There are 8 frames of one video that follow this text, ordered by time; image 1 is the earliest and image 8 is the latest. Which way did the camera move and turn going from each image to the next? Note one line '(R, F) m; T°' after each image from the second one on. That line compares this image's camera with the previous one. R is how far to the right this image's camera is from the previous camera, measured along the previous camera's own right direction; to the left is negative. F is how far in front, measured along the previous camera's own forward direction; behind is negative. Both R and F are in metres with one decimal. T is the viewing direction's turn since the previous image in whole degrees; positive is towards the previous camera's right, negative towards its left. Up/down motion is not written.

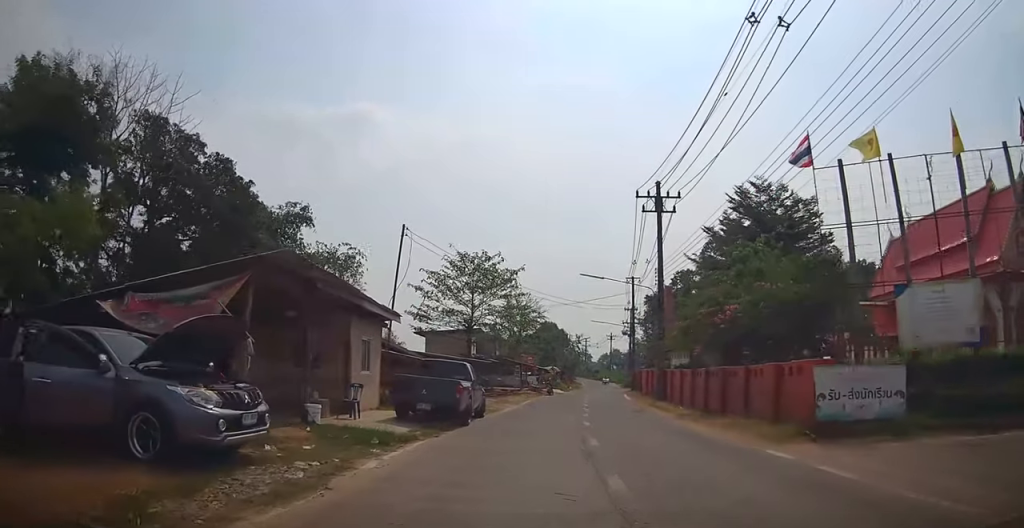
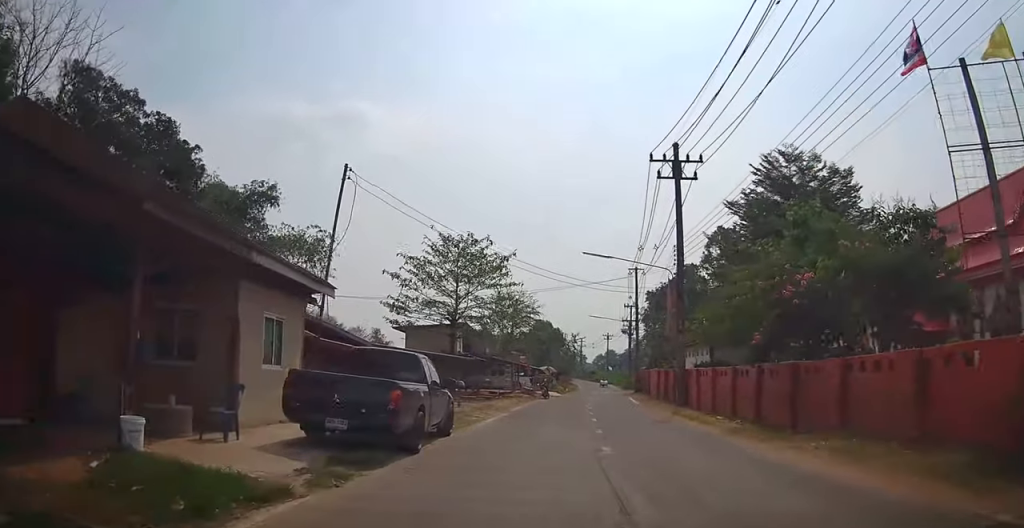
(0.0, +5.9) m; 0°
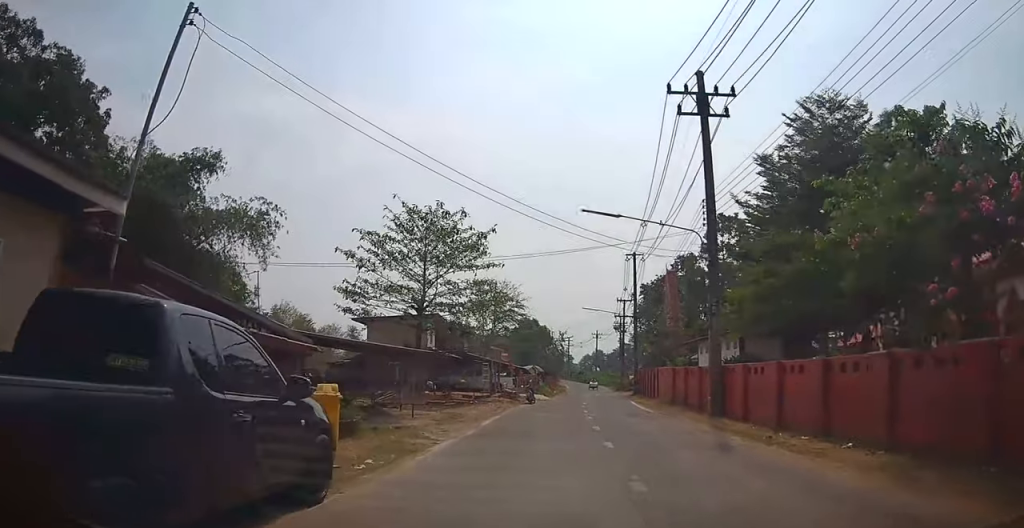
(+0.1, +7.1) m; +1°
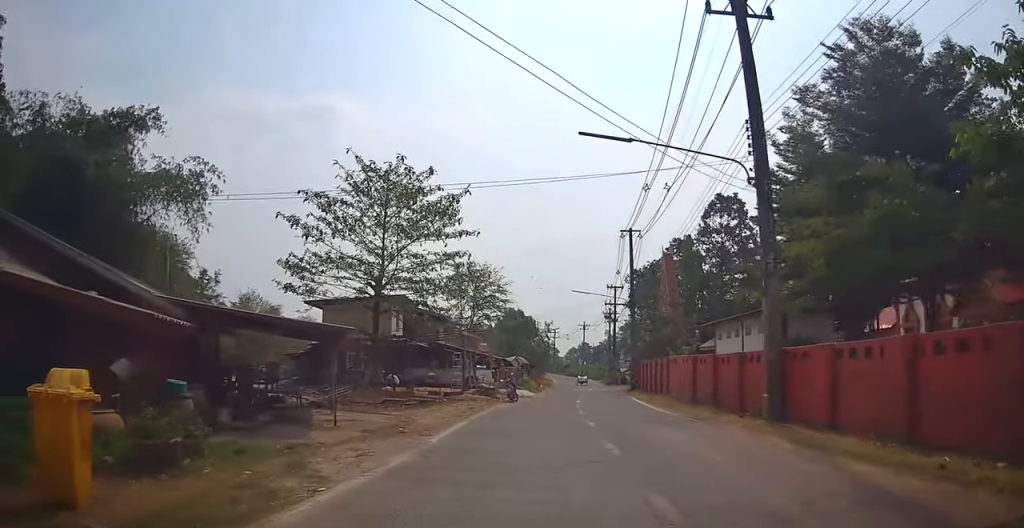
(0.0, +5.9) m; +1°
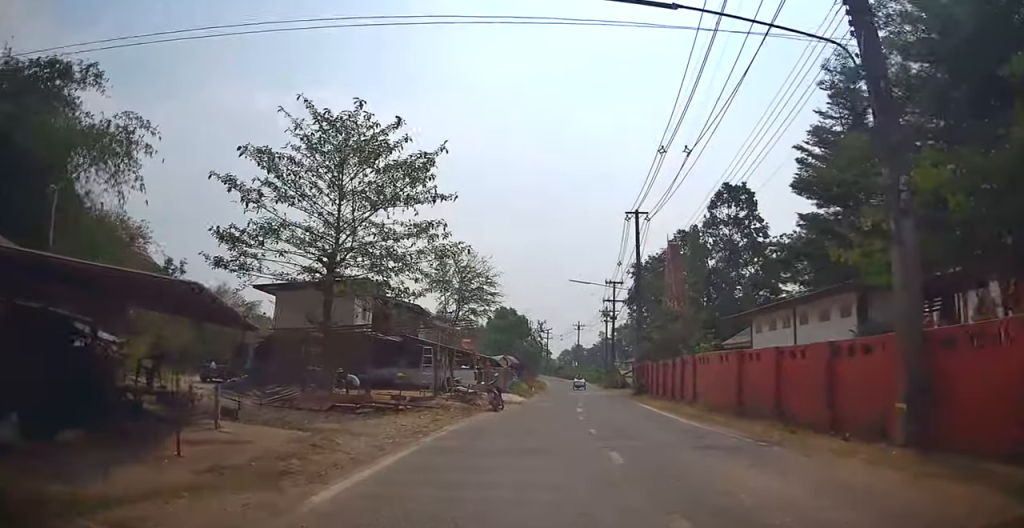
(0.0, +5.4) m; +2°
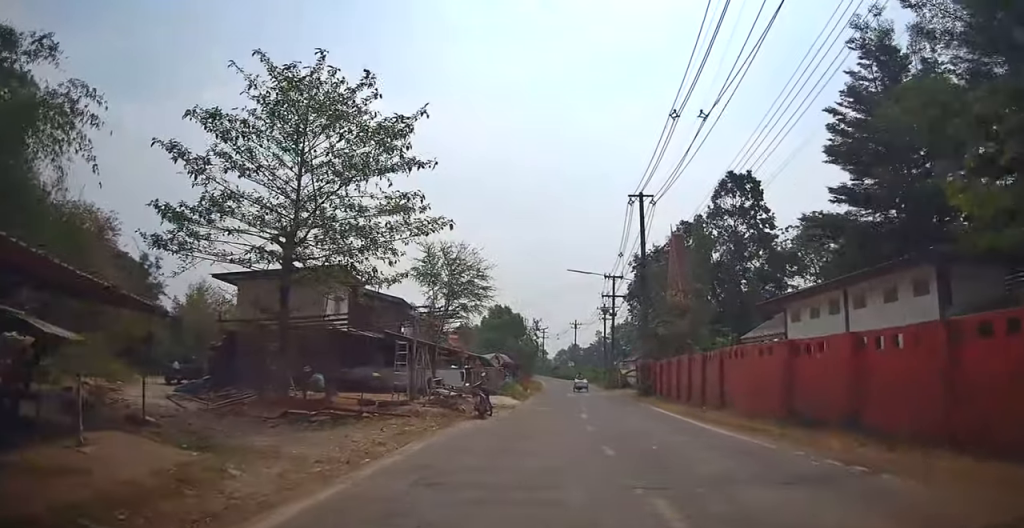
(+0.1, +3.6) m; +2°
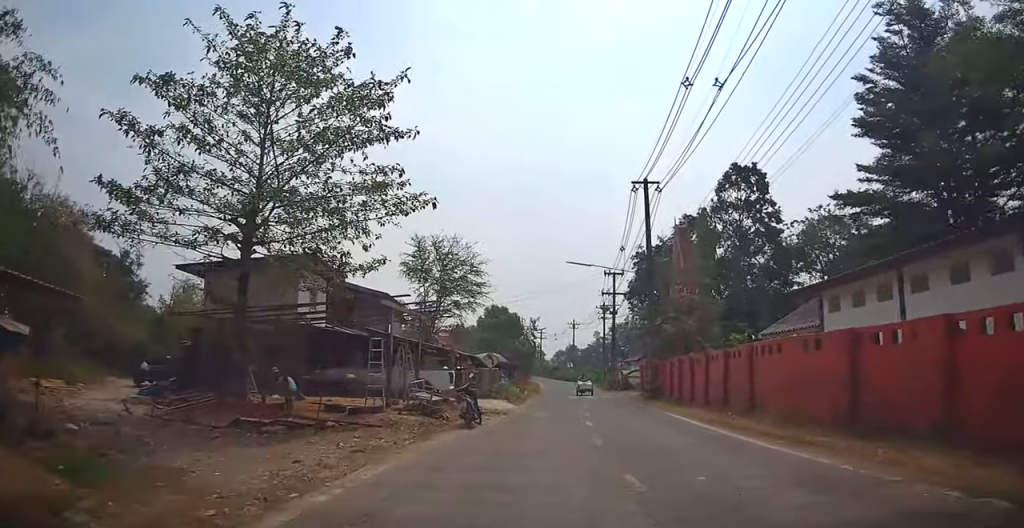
(0.0, +3.0) m; 0°
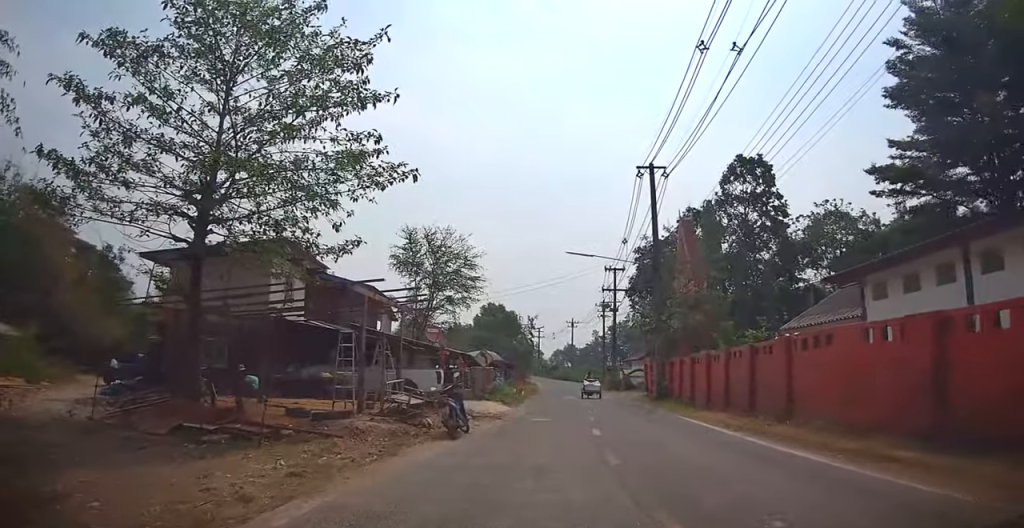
(+0.1, +3.7) m; -1°
